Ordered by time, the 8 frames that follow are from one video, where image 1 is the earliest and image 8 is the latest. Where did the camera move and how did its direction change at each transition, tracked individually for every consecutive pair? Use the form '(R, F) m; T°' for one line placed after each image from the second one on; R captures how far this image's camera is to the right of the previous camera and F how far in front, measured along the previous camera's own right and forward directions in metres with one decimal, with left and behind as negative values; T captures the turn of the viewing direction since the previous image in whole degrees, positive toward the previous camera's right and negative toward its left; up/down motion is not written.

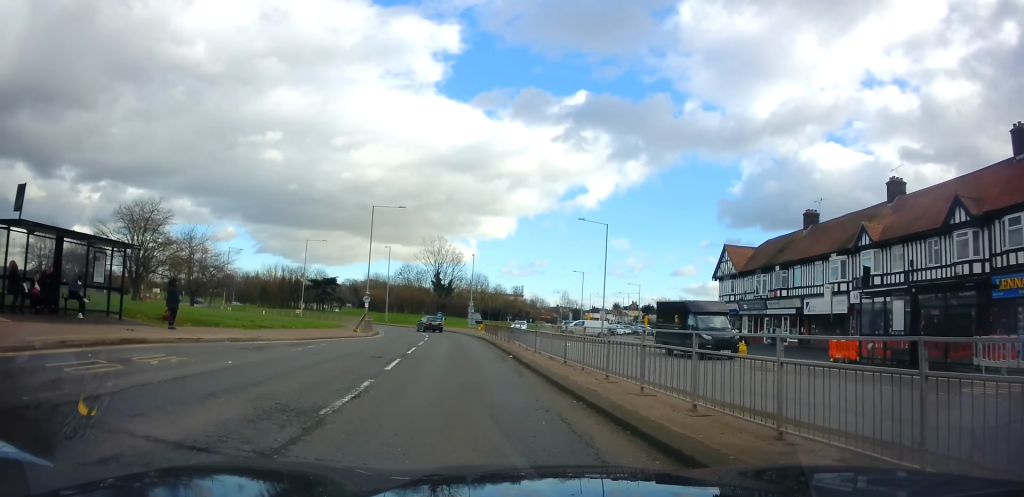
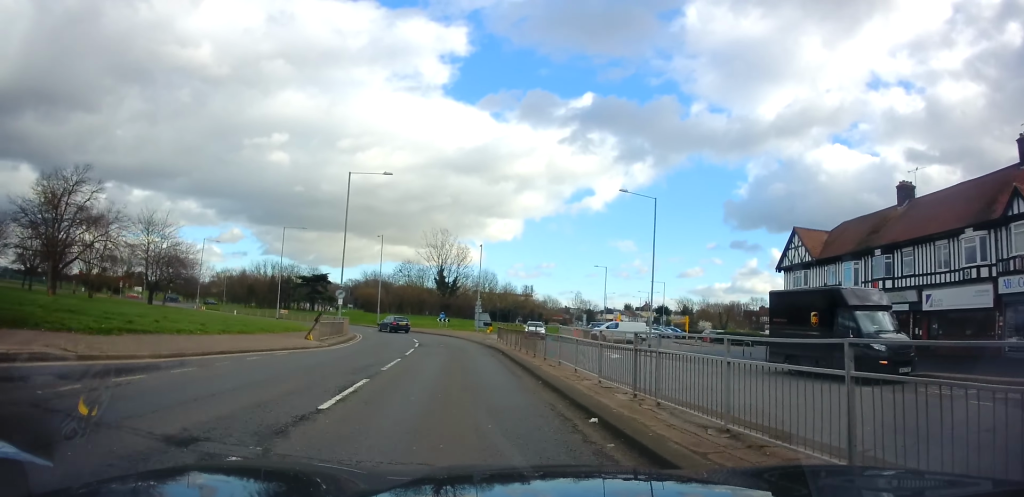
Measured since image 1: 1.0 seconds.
(-0.3, +11.4) m; -1°
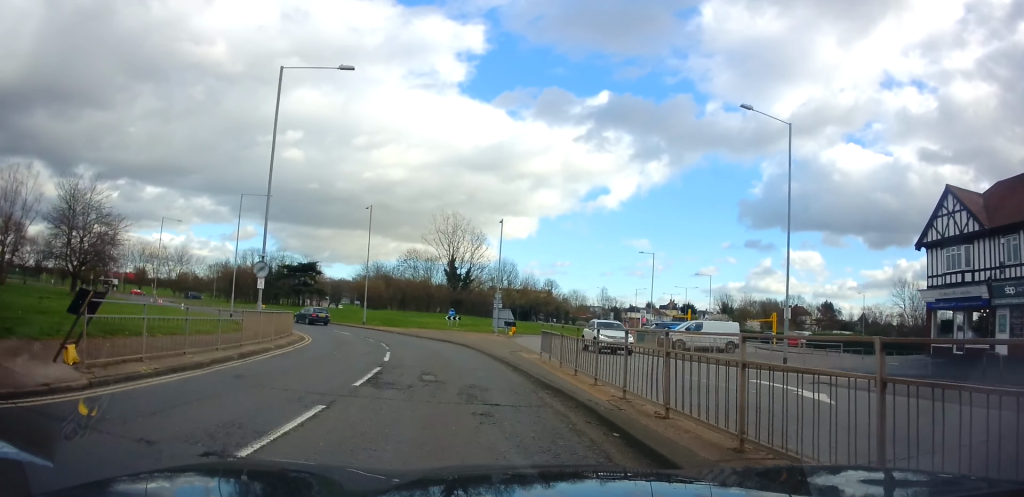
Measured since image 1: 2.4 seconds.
(+0.3, +15.5) m; 0°
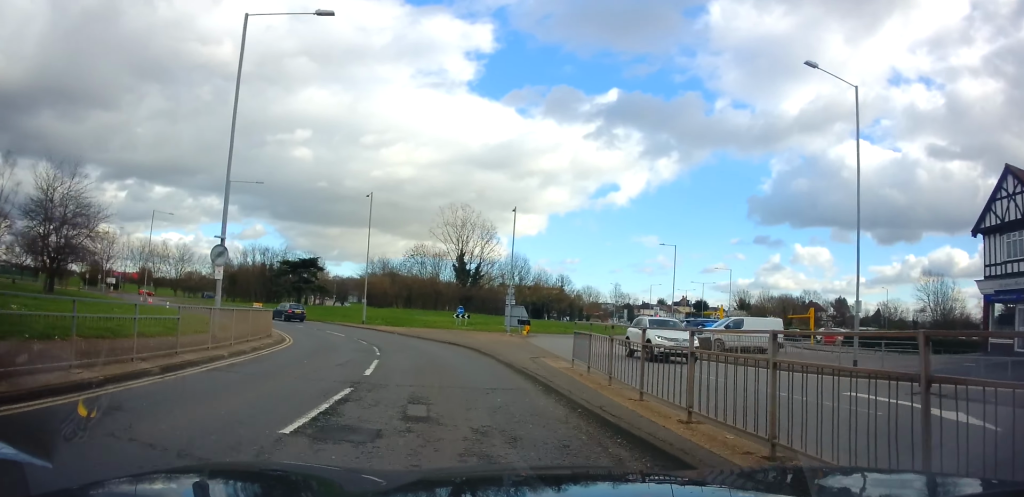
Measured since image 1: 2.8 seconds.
(-0.2, +4.2) m; -2°
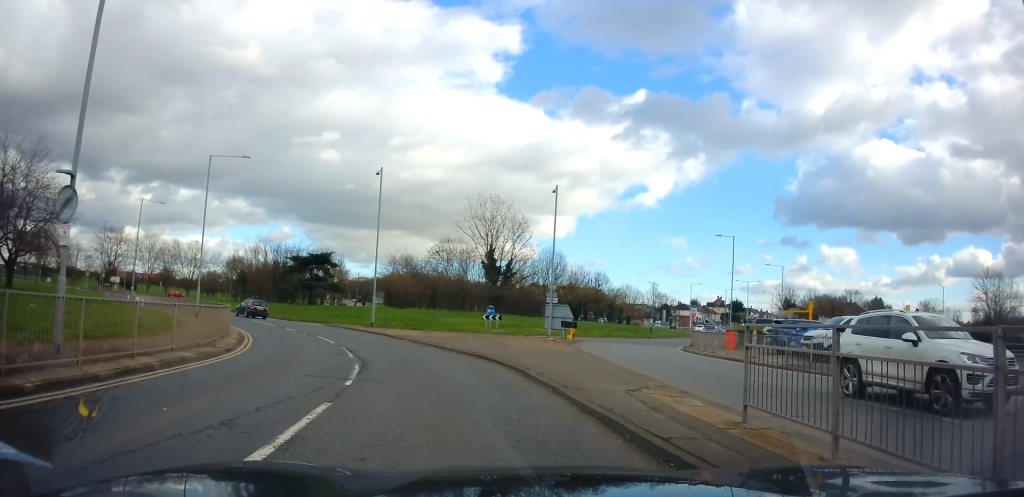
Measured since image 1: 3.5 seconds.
(-0.3, +7.9) m; -5°
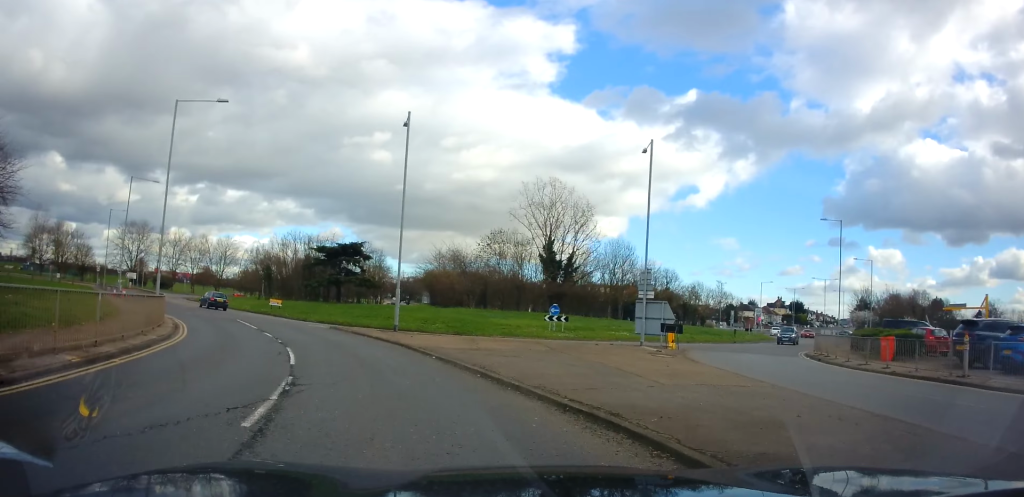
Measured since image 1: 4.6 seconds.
(-0.7, +10.4) m; -8°
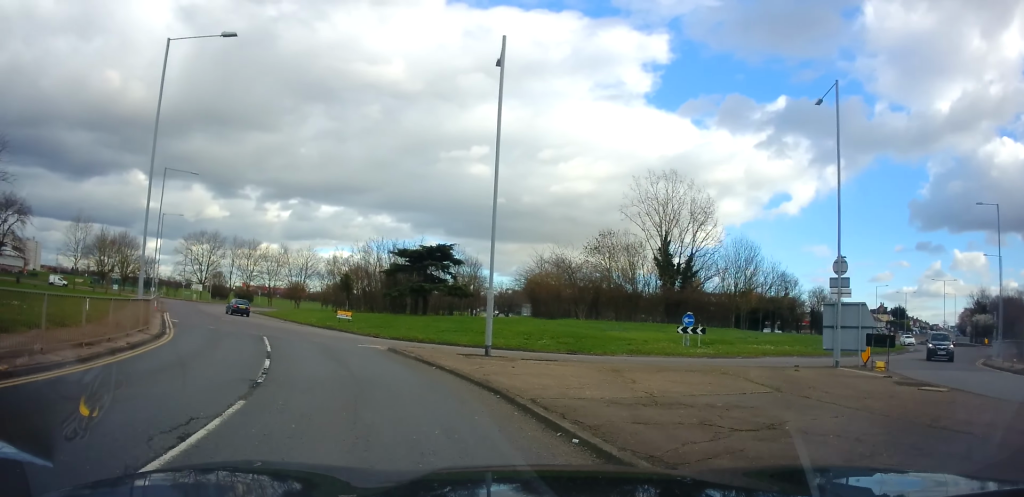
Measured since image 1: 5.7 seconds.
(-0.6, +8.8) m; -6°
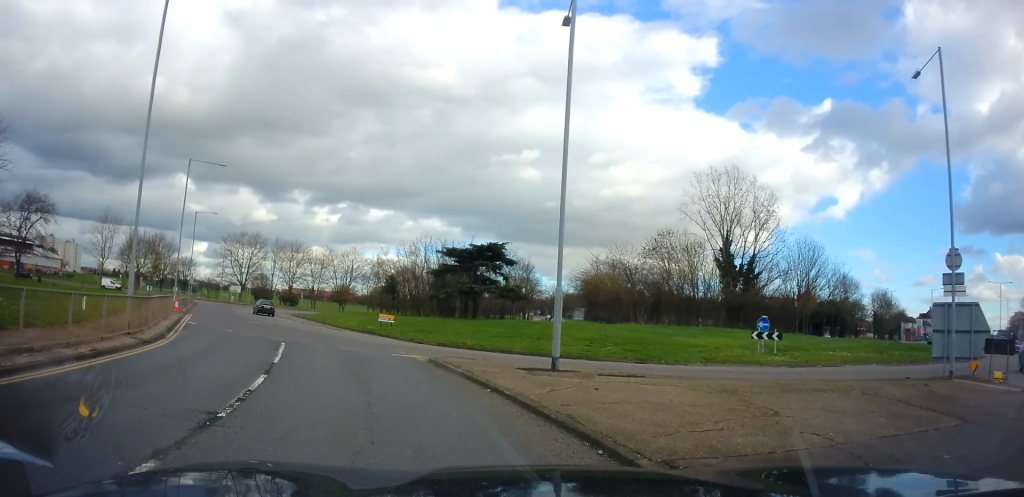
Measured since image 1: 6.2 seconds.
(0.0, +3.5) m; -2°
